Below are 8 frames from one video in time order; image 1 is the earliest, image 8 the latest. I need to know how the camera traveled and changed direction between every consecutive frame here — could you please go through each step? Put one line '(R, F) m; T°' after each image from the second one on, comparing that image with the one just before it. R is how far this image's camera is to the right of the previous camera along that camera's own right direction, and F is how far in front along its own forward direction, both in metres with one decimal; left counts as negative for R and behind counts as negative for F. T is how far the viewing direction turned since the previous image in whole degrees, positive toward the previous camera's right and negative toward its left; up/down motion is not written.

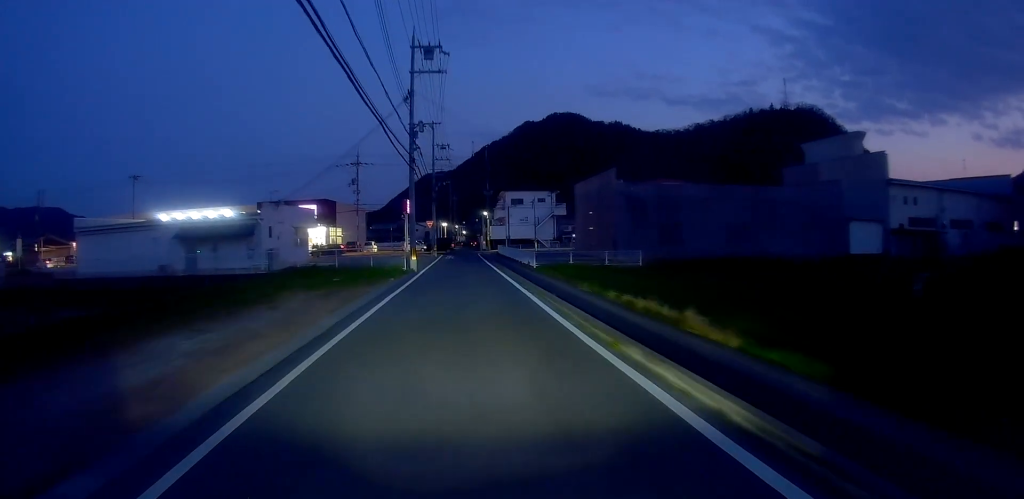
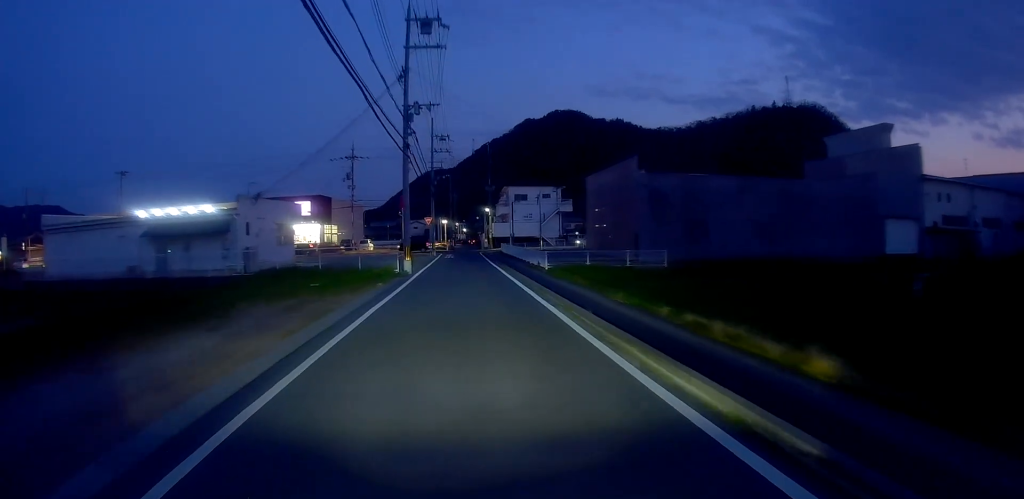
(0.0, +3.9) m; 0°
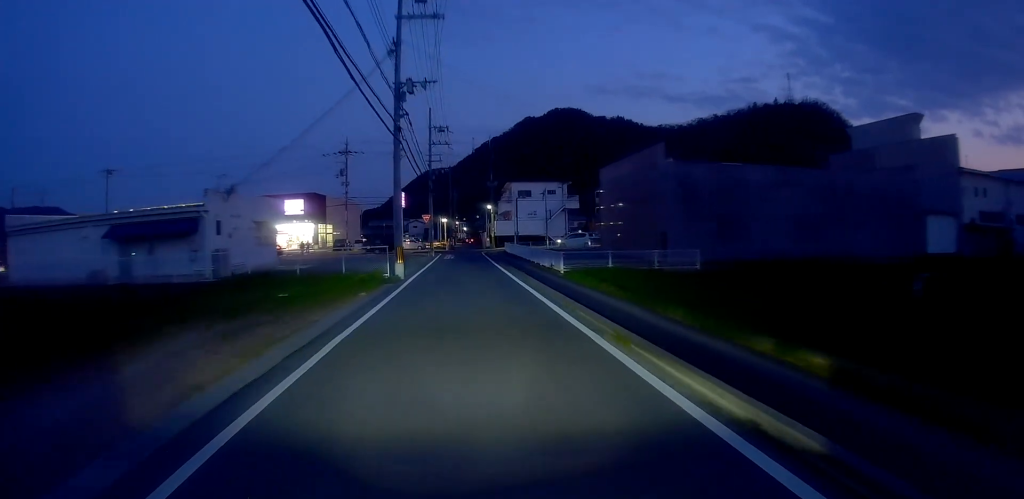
(0.0, +4.0) m; 0°
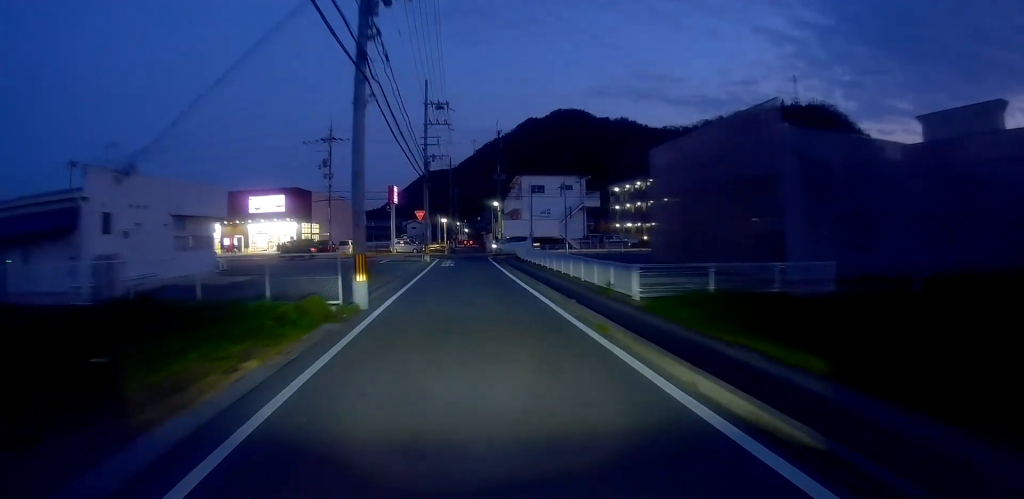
(0.0, +9.3) m; 0°
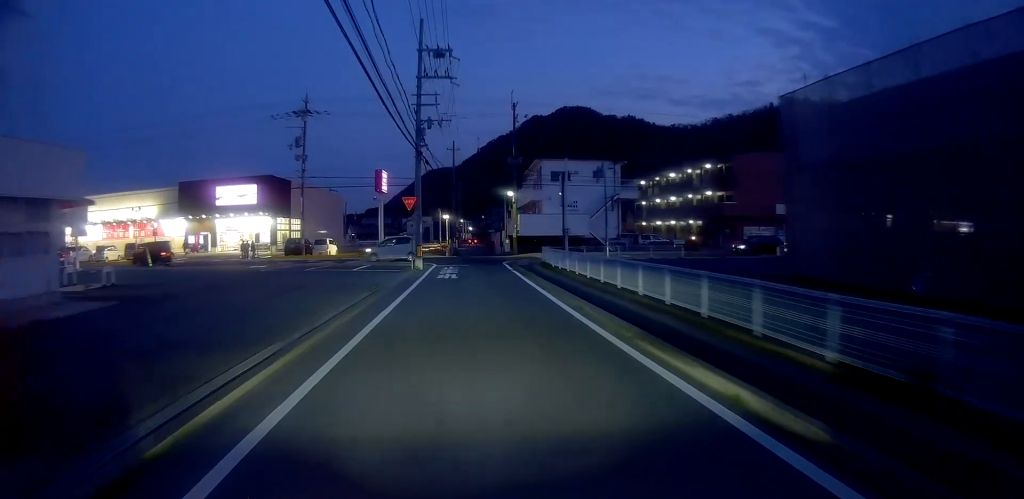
(0.0, +12.0) m; 0°
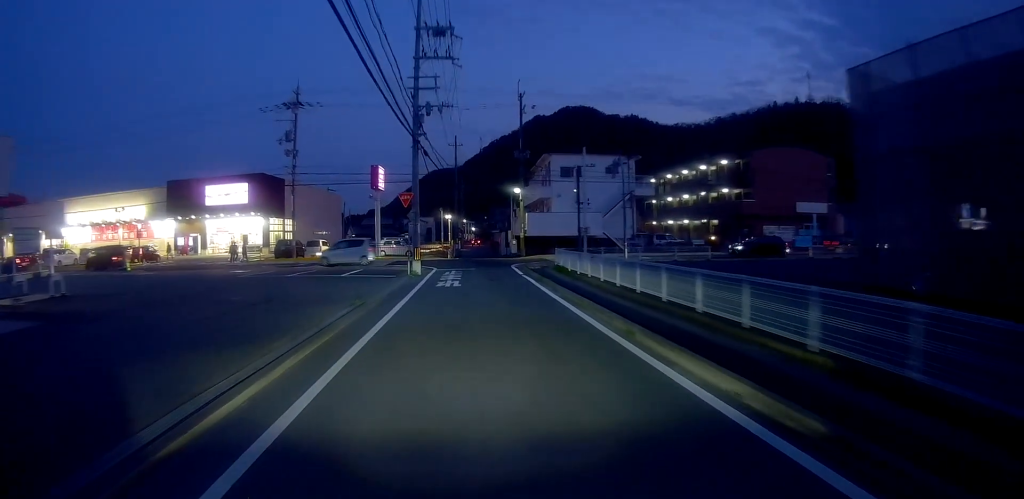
(0.0, +3.9) m; 0°
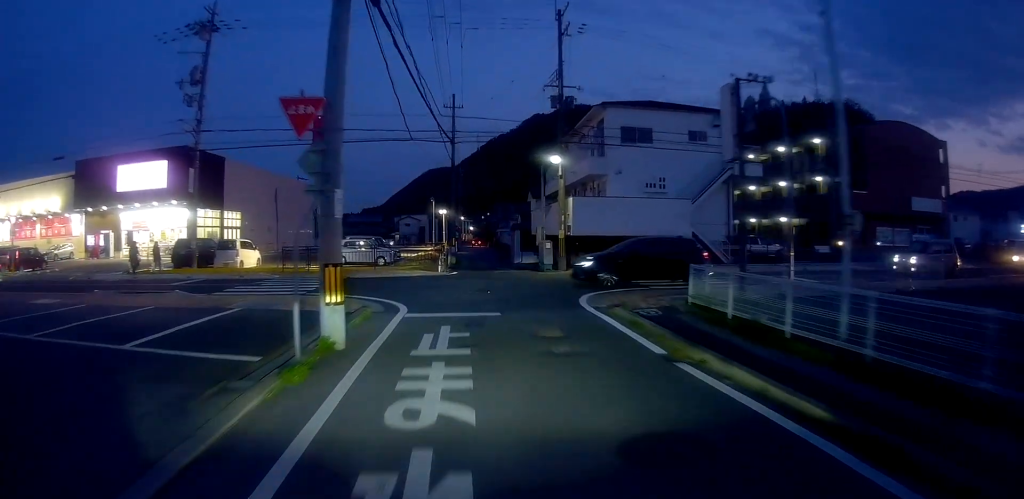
(-0.5, +19.0) m; 0°
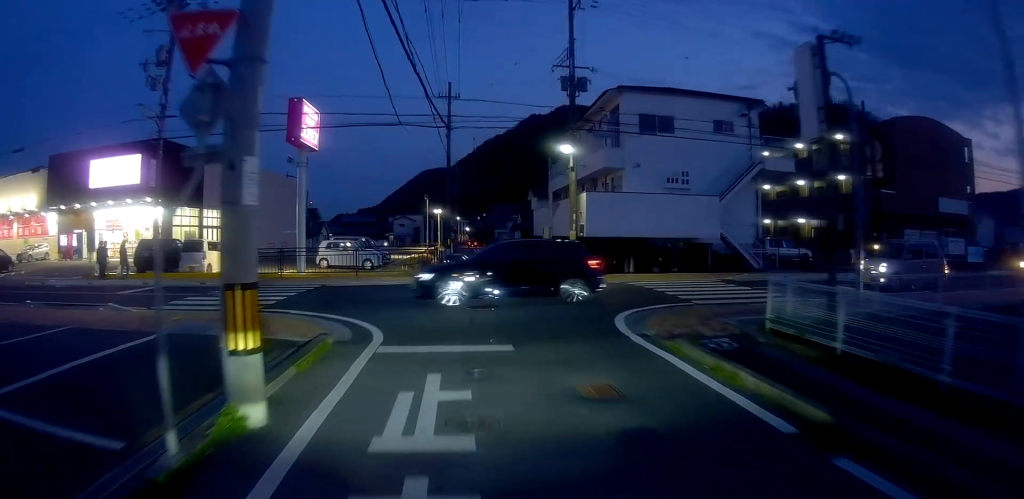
(+0.1, +5.0) m; +3°
